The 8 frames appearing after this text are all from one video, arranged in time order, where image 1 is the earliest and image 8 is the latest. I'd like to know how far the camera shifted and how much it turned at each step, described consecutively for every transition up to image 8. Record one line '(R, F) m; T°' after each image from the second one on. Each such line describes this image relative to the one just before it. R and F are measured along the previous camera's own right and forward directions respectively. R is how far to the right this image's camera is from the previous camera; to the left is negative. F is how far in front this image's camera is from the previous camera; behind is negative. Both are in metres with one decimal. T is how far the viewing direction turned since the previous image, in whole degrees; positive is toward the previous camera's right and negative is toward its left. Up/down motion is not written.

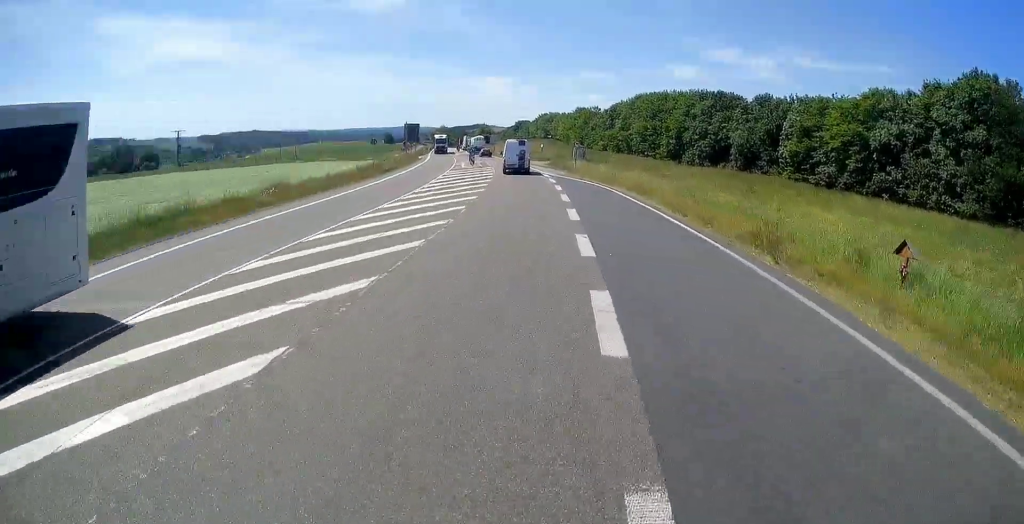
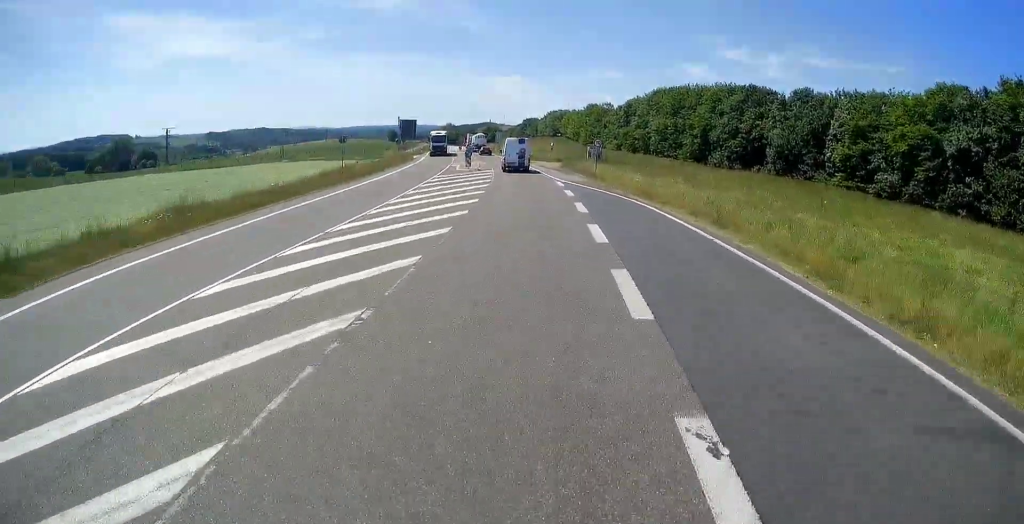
(-0.2, +10.3) m; -2°
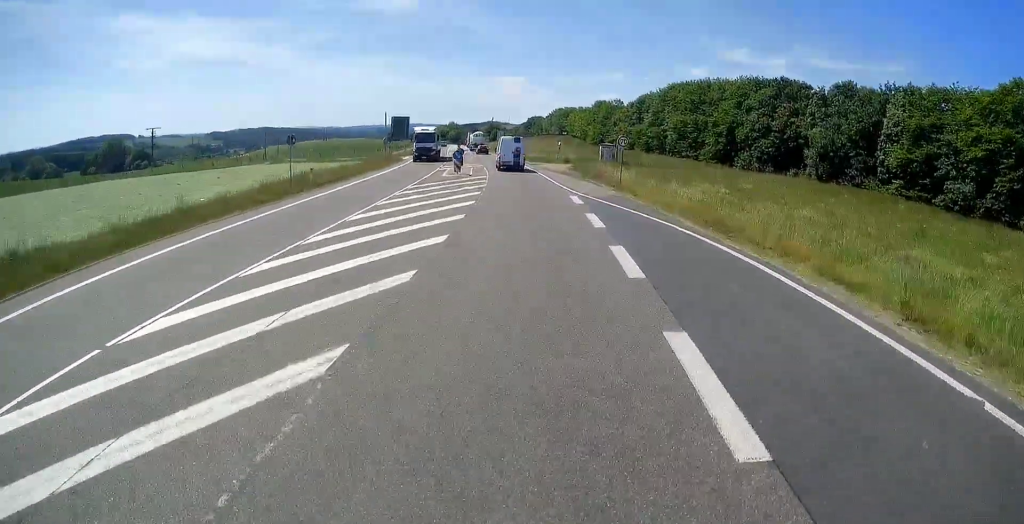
(0.0, +9.5) m; -1°
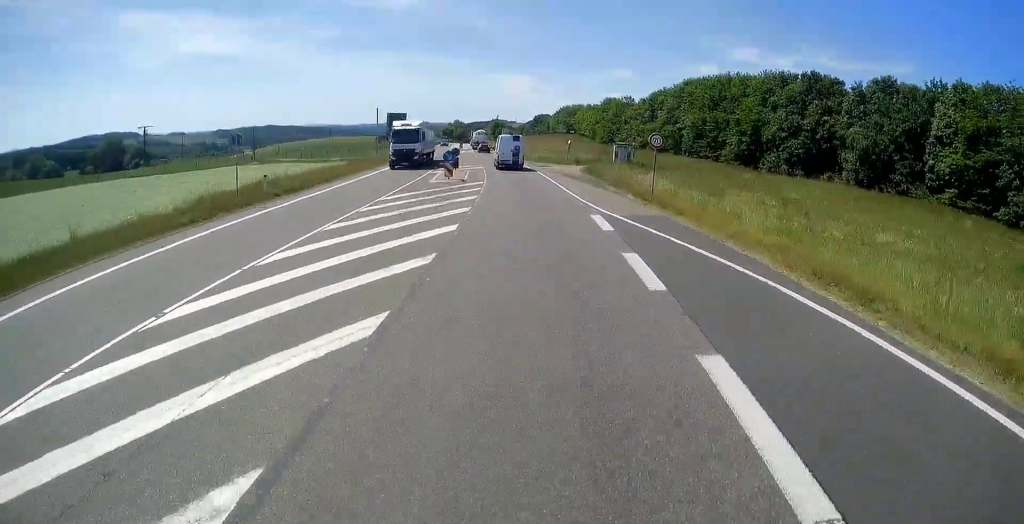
(-0.1, +6.7) m; 0°
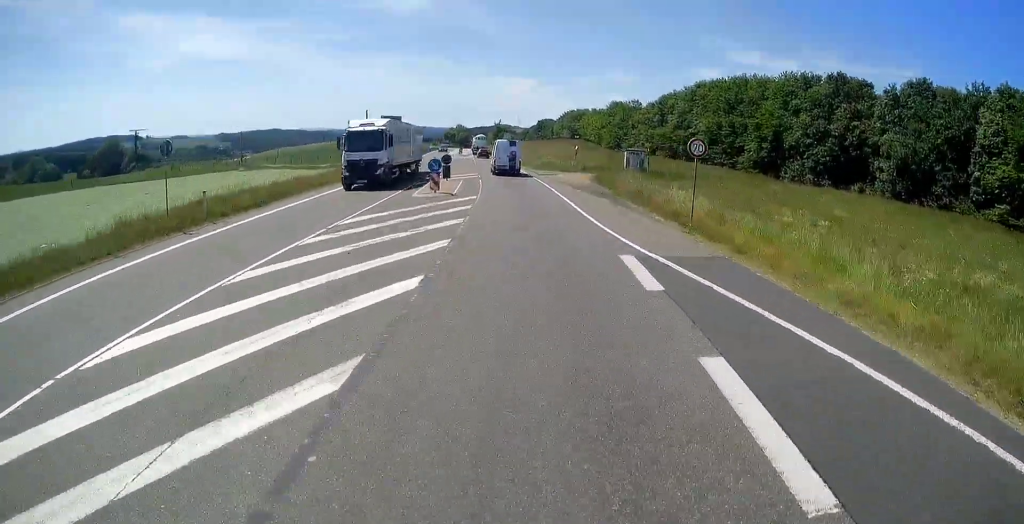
(0.0, +5.7) m; 0°
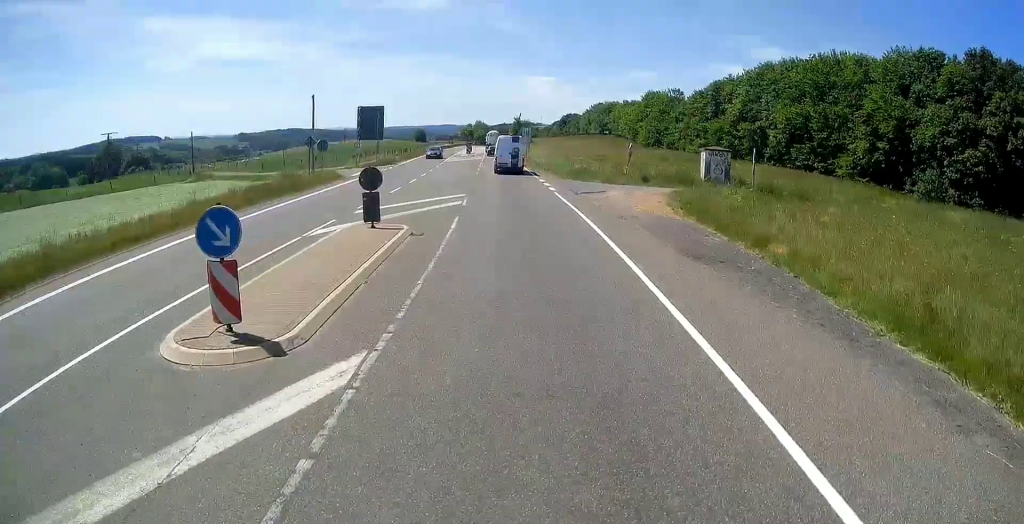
(0.0, +20.4) m; 0°
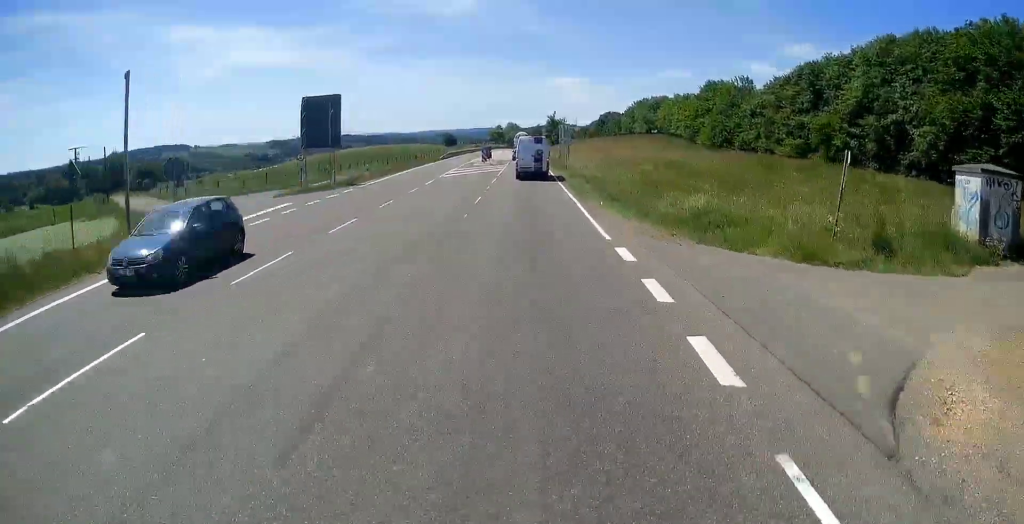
(-0.6, +23.3) m; -4°
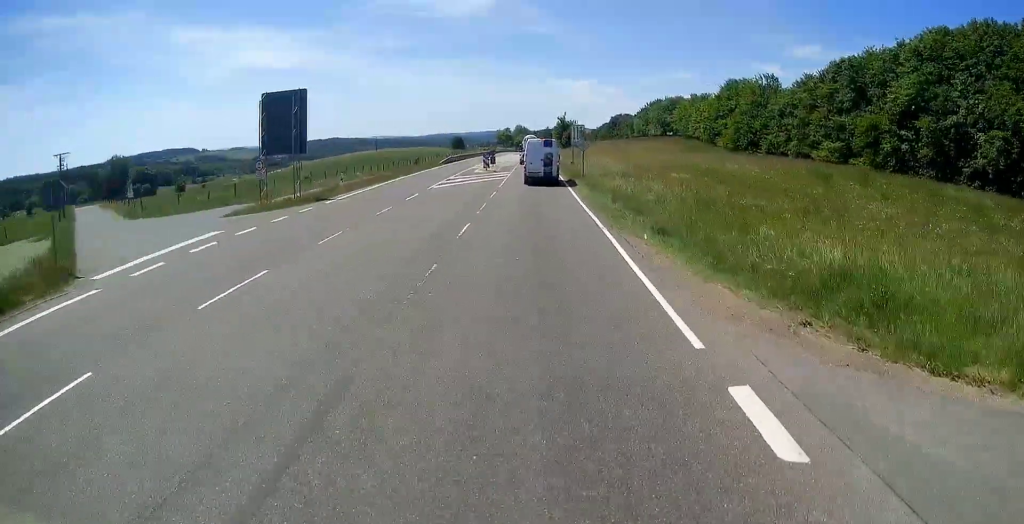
(-0.2, +7.7) m; 0°
